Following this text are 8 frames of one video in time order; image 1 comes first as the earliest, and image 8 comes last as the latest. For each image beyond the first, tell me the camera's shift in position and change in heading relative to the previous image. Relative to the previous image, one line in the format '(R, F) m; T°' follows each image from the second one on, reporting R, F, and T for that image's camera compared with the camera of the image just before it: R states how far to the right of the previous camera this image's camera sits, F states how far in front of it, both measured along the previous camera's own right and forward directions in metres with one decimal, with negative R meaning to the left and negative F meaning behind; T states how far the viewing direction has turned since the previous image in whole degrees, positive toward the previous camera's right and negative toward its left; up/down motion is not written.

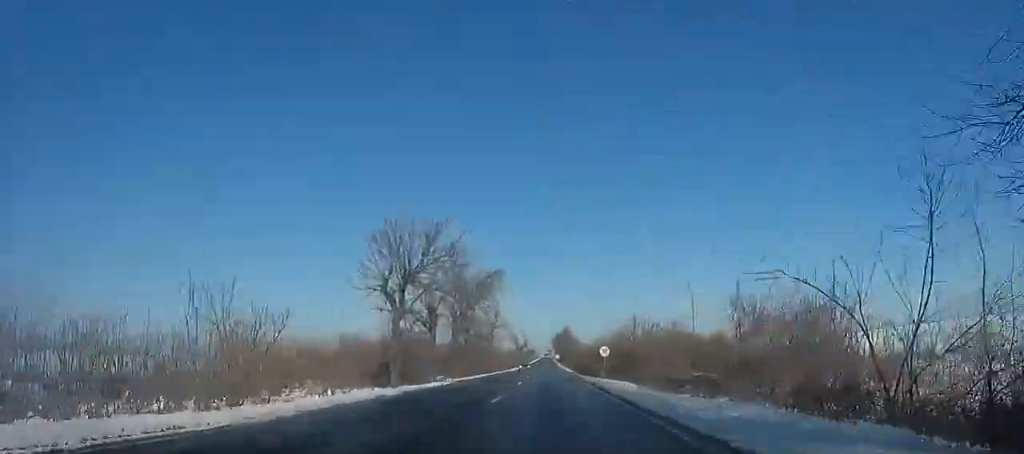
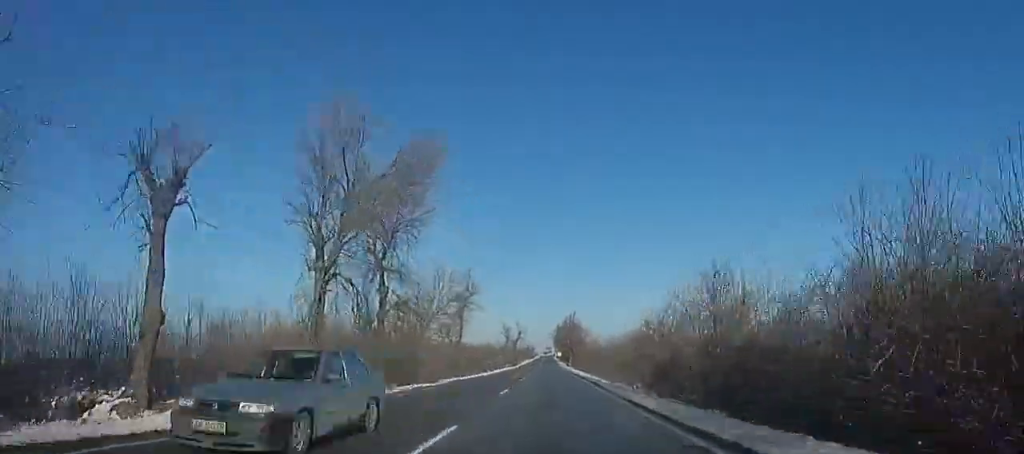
(-0.1, +33.2) m; 0°
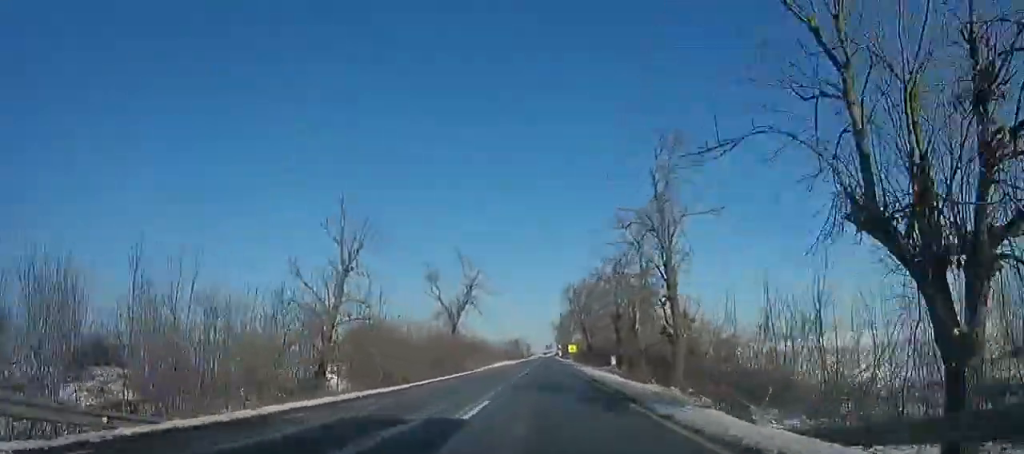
(-0.9, +92.4) m; -1°
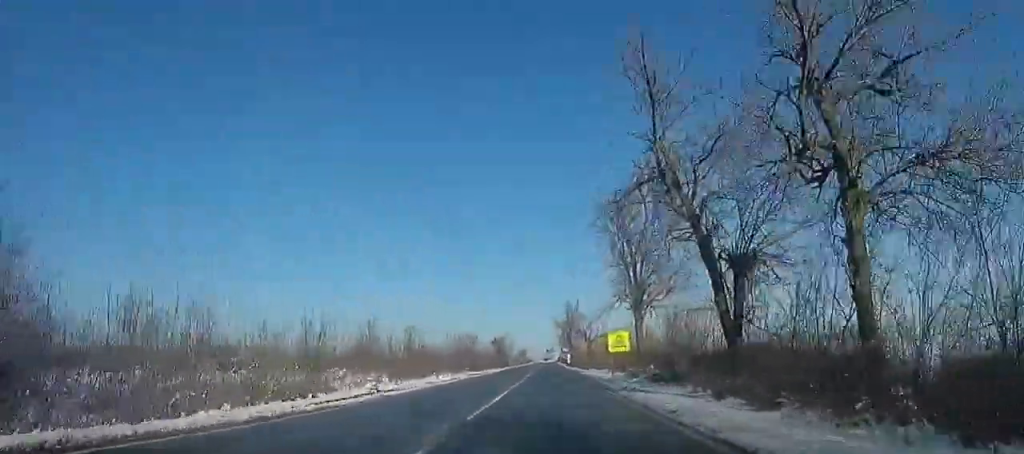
(+0.7, +54.7) m; +1°
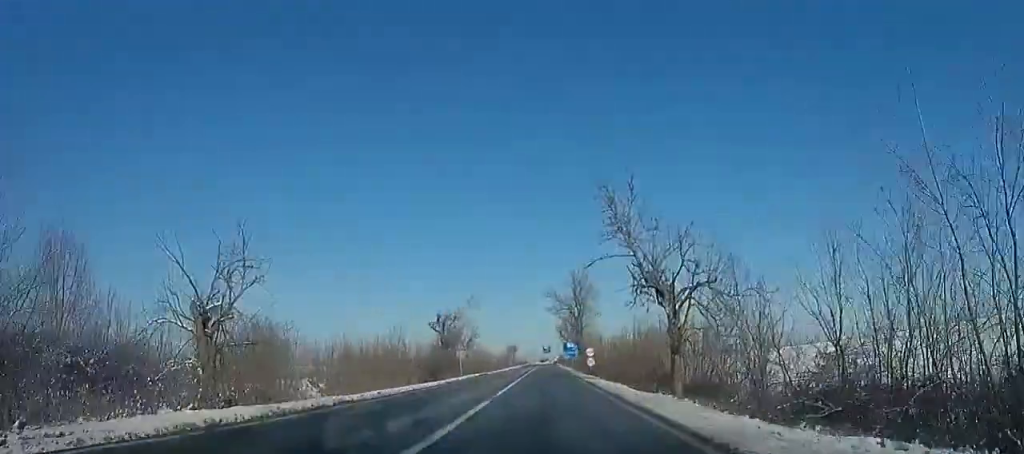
(+0.1, +51.9) m; 0°
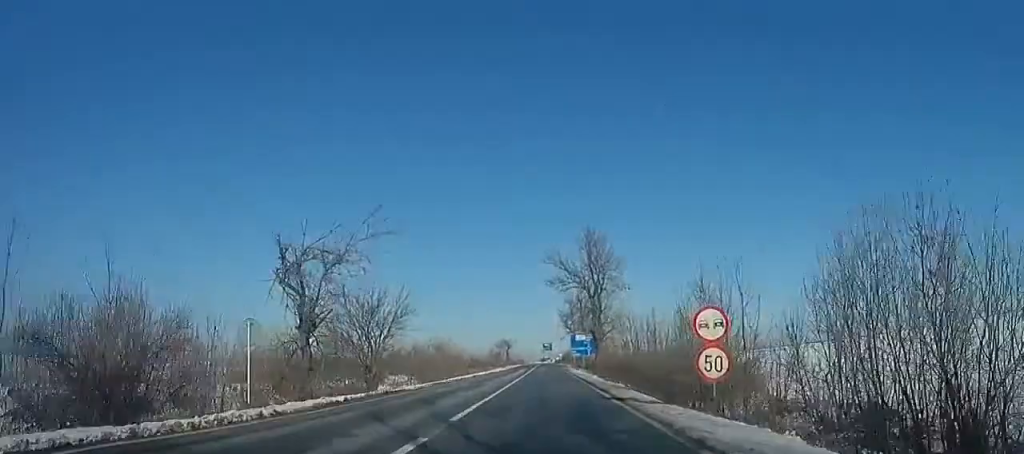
(-0.2, +31.5) m; 0°
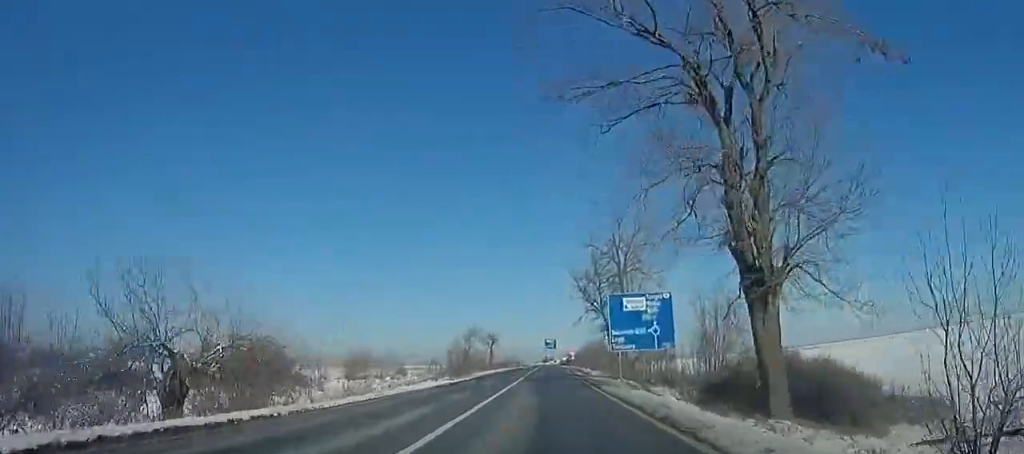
(0.0, +47.3) m; 0°
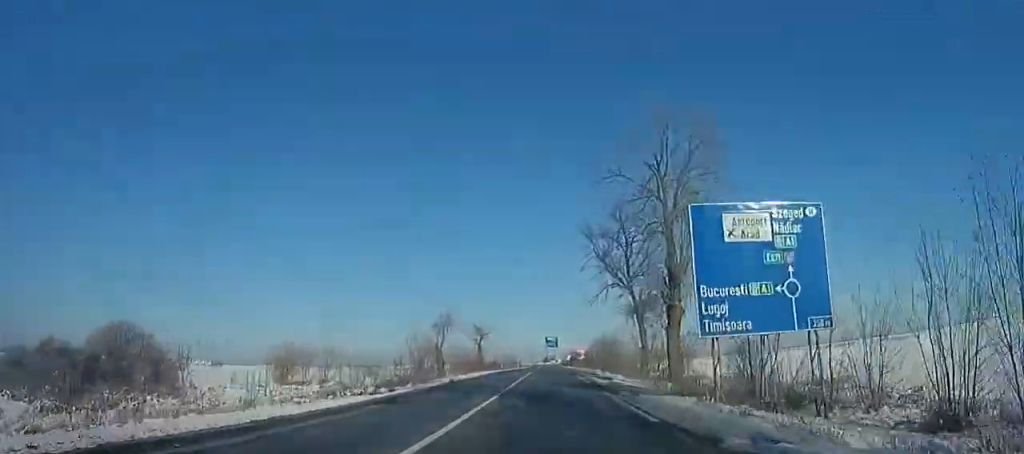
(0.0, +18.2) m; 0°
